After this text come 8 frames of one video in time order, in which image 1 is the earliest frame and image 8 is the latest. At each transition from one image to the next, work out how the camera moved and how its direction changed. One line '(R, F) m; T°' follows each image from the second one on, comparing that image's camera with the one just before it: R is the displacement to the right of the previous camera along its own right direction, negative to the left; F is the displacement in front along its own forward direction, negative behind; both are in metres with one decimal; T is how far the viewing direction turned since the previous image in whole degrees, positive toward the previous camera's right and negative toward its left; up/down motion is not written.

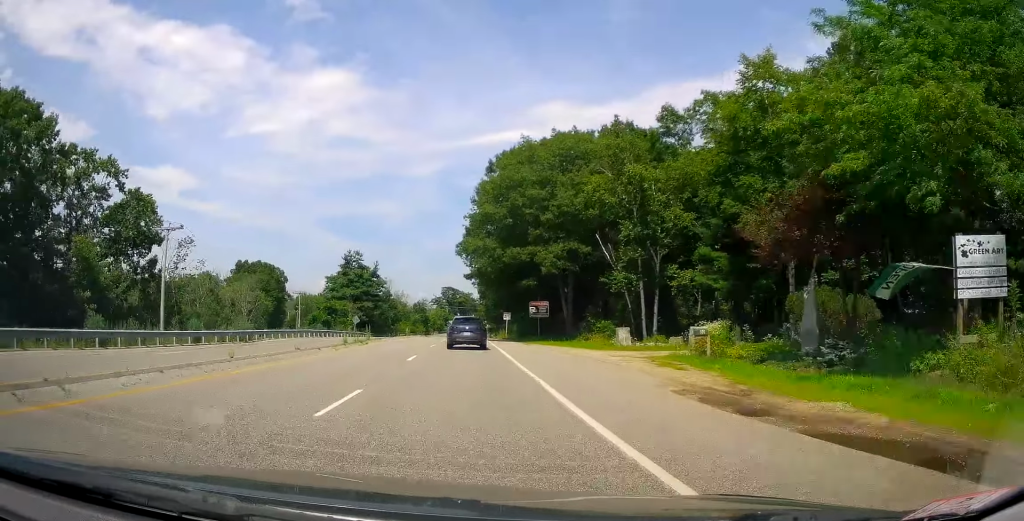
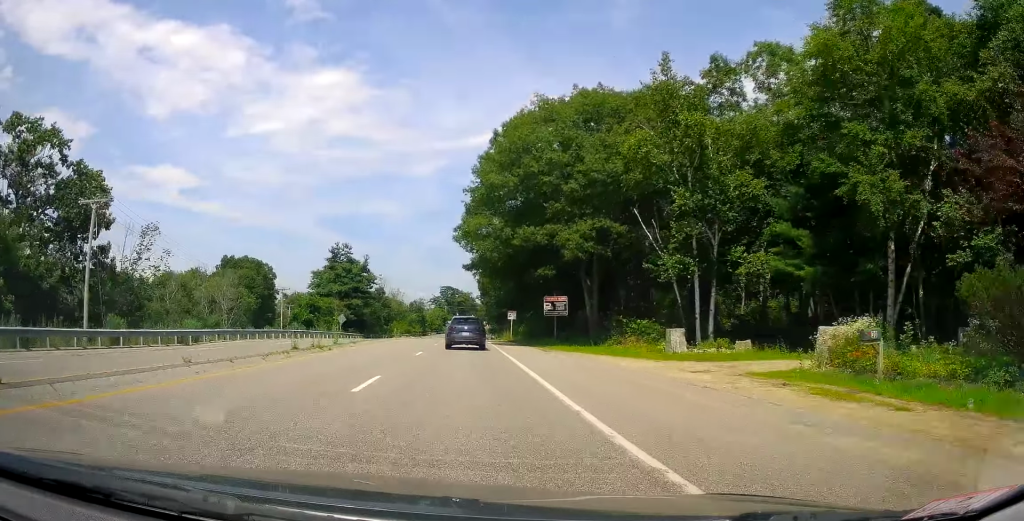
(+0.1, +9.5) m; -1°
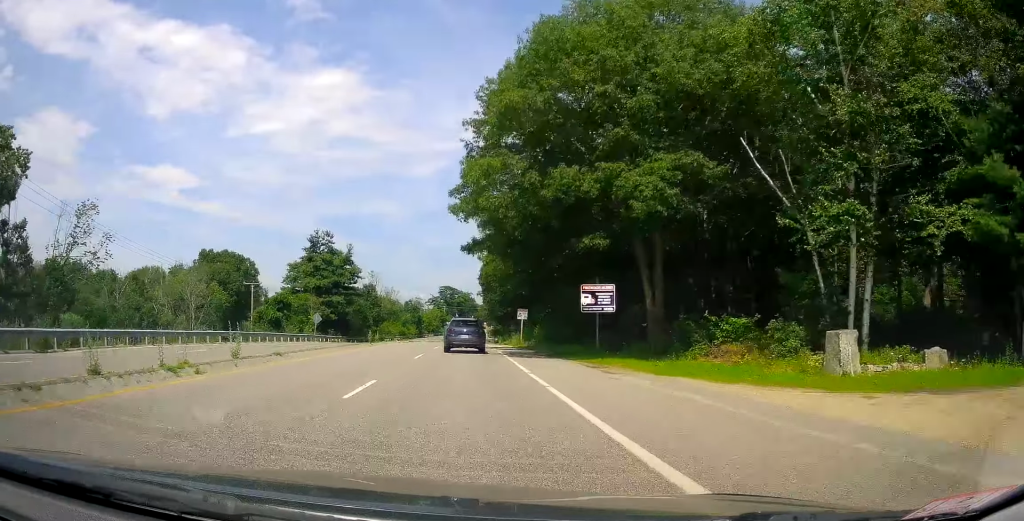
(-0.4, +12.7) m; -1°
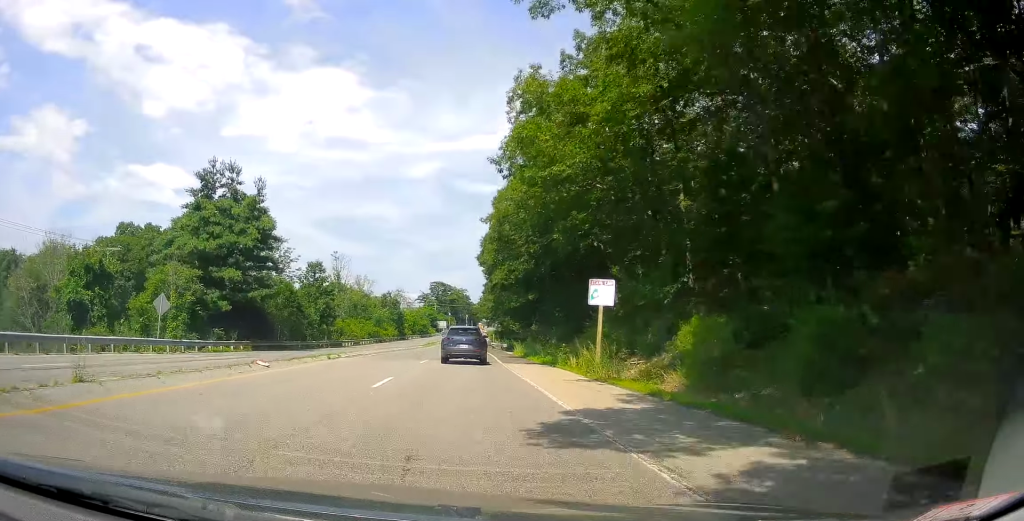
(+0.3, +33.1) m; +1°
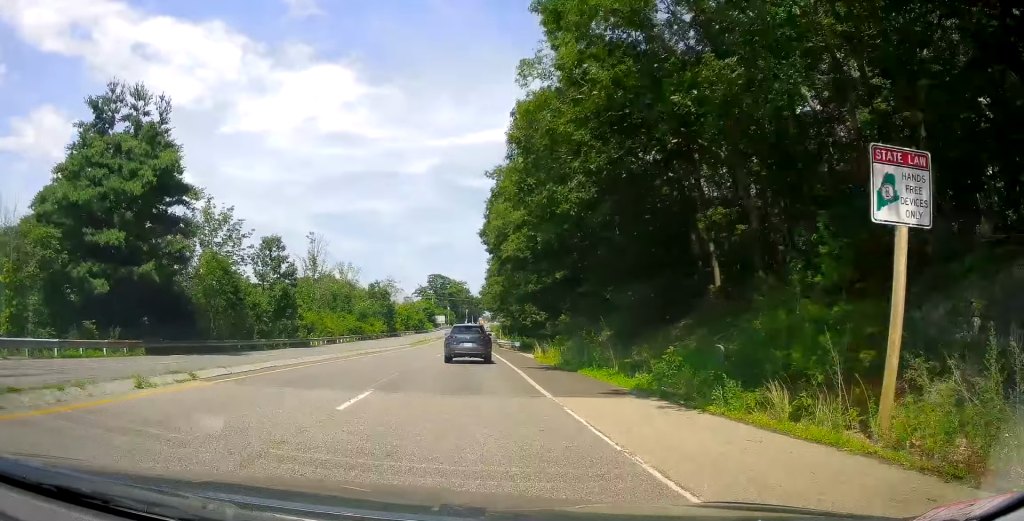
(+0.2, +16.4) m; 0°
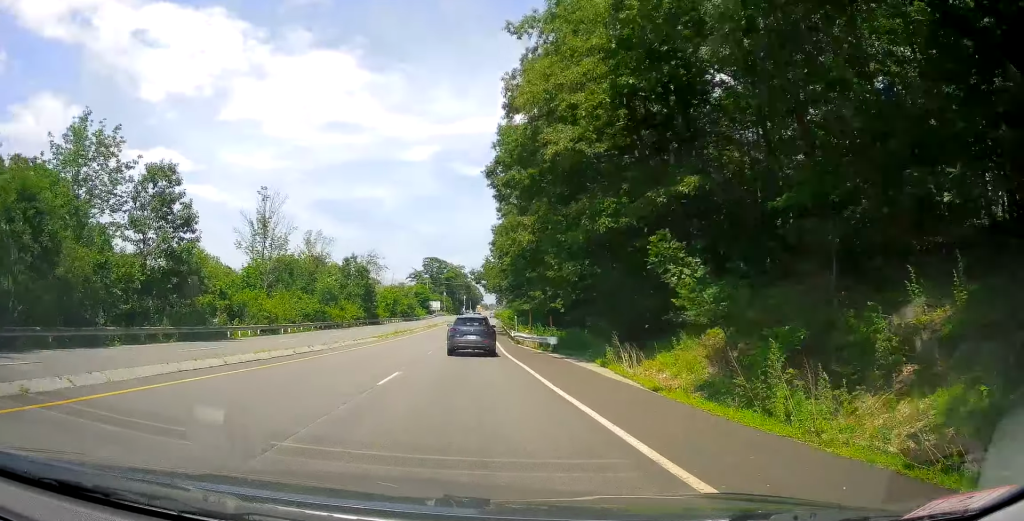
(-0.4, +21.8) m; -2°
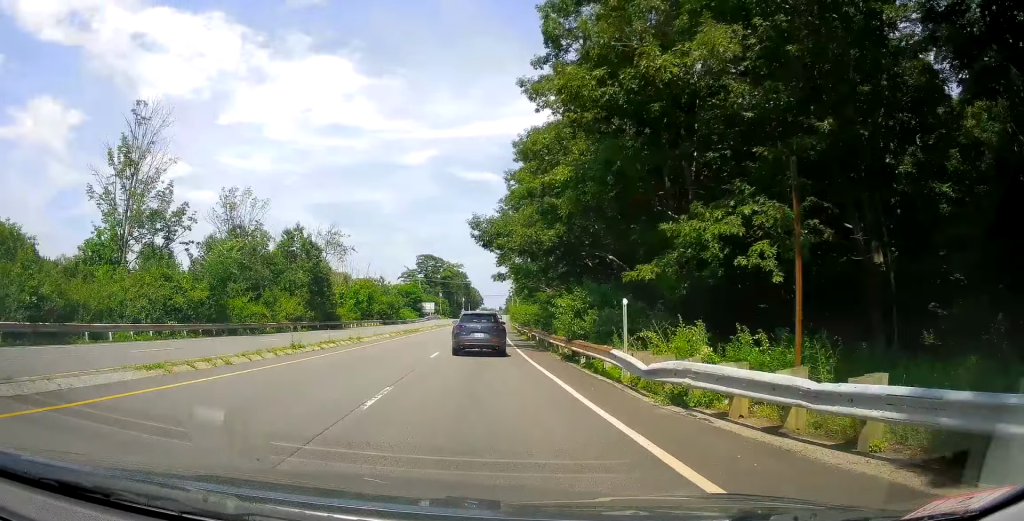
(-0.1, +27.4) m; +1°
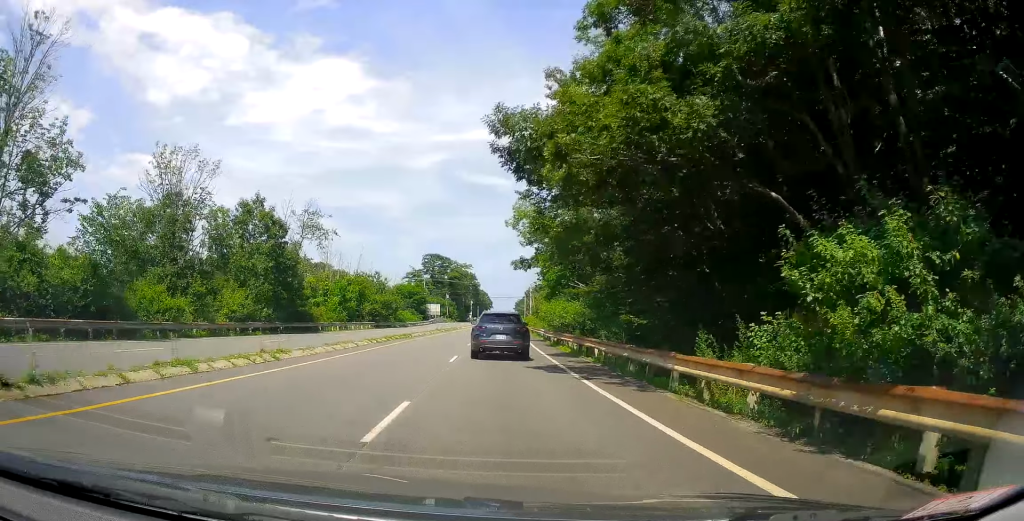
(+0.1, +13.4) m; +1°
